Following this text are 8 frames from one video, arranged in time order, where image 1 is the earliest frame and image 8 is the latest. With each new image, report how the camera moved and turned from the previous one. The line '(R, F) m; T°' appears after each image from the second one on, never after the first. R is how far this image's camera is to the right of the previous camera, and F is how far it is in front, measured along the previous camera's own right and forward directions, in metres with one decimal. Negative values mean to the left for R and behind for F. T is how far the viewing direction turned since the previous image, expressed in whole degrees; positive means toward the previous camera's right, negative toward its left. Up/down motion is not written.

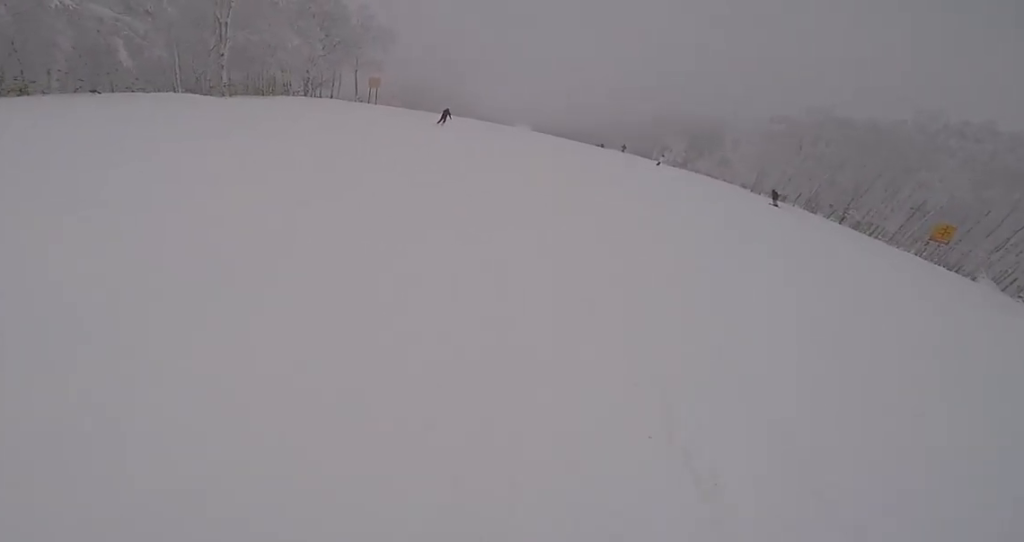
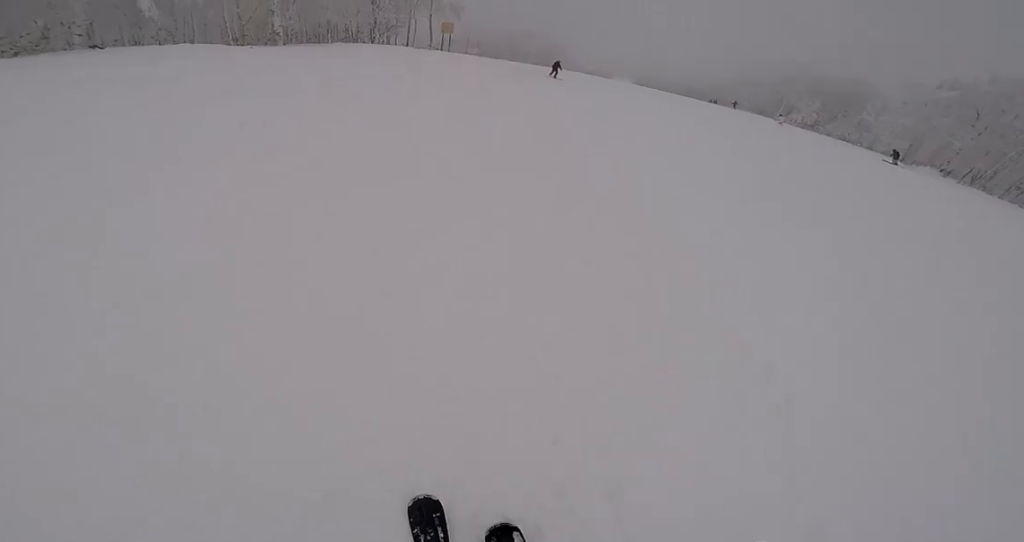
(+0.7, +5.3) m; +6°
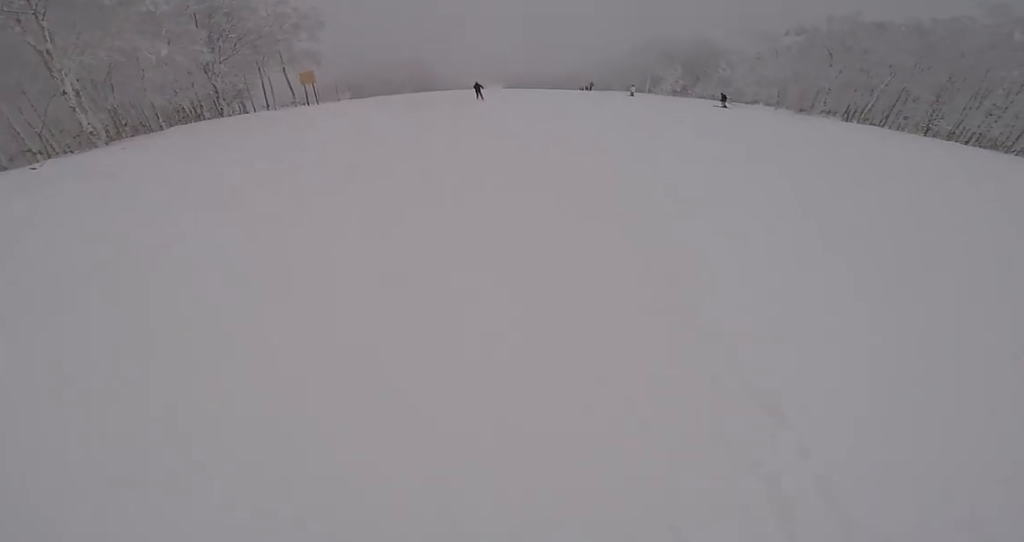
(+0.1, +4.9) m; -2°
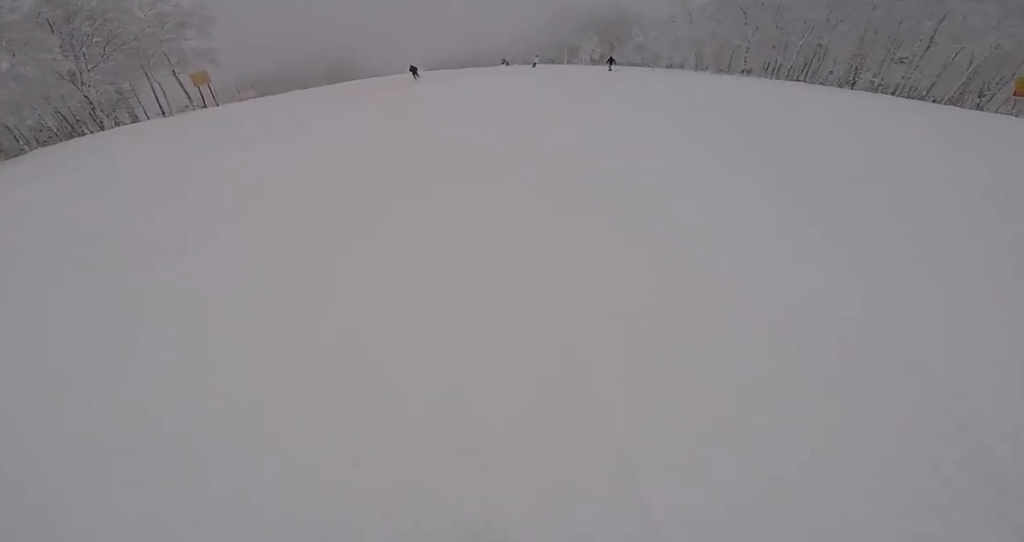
(+0.2, +3.2) m; -3°
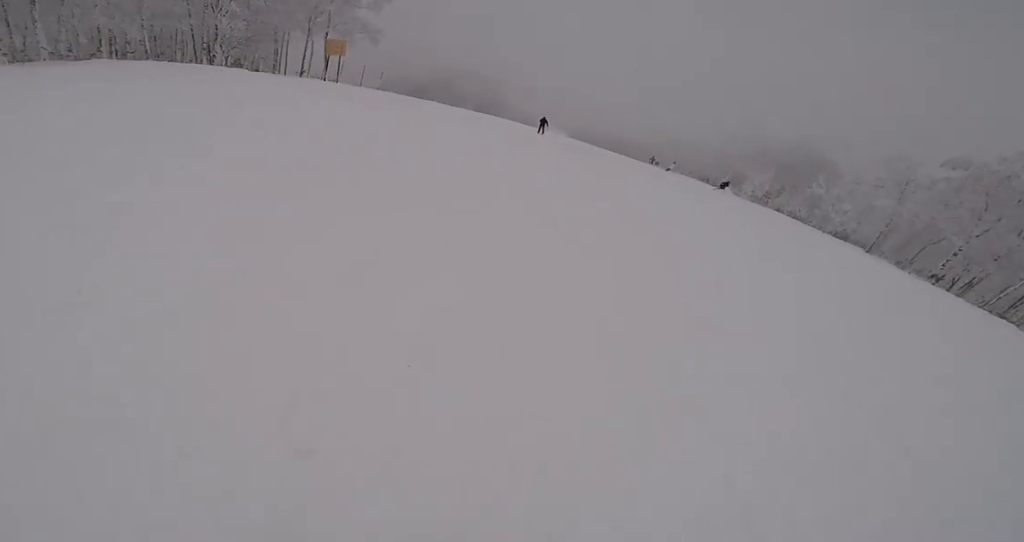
(-0.7, +7.3) m; +1°
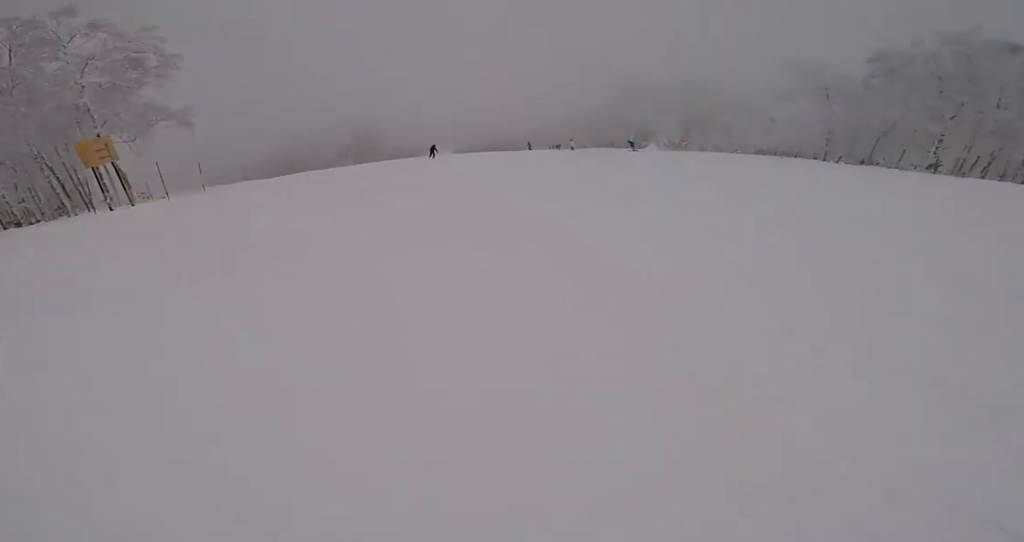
(+1.7, +10.4) m; +14°
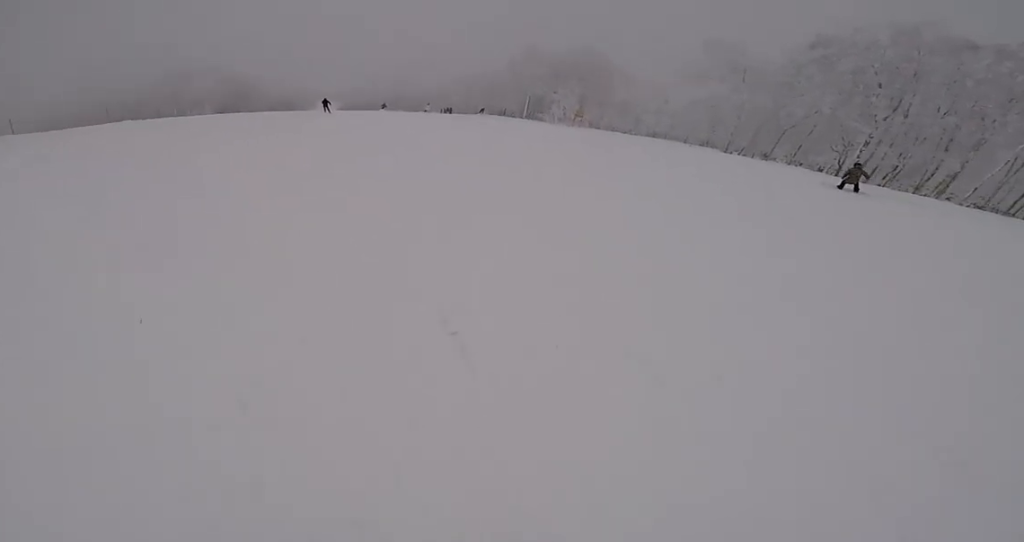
(+0.3, +8.6) m; -2°
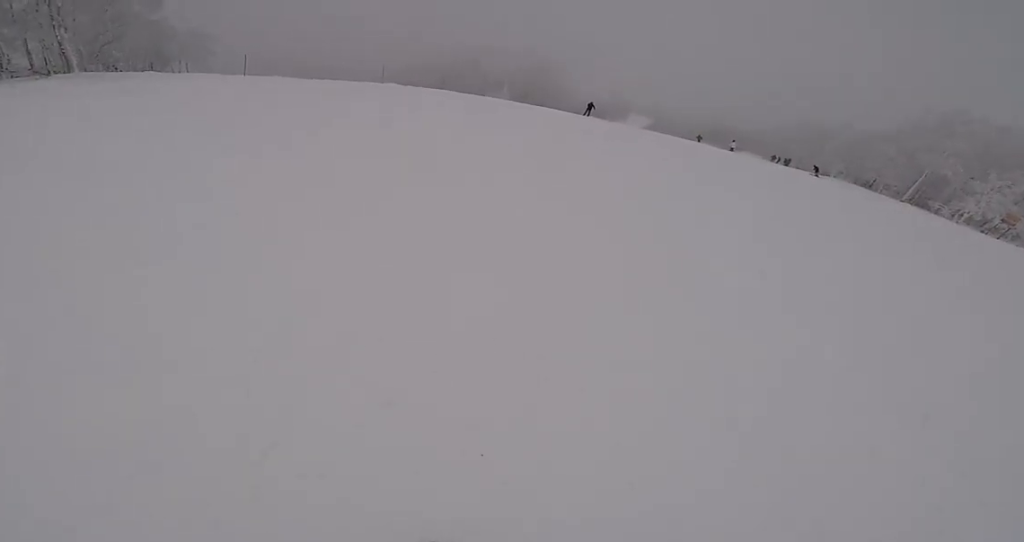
(-0.9, +12.0) m; -5°
